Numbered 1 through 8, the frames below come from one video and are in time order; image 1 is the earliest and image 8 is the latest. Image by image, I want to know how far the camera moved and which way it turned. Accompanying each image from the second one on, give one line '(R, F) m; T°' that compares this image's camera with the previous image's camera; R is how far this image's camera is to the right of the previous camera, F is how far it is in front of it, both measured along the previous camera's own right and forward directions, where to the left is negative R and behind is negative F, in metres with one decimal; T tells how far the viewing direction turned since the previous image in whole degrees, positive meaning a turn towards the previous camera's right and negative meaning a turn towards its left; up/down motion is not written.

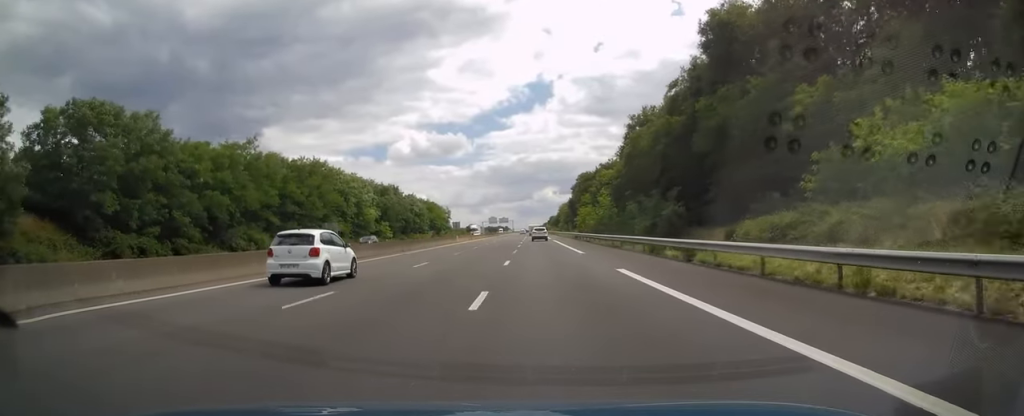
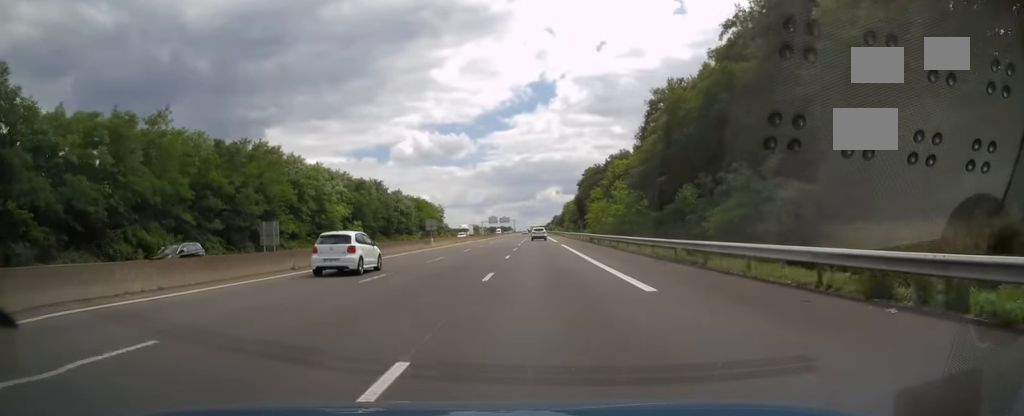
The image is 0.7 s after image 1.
(0.0, +20.2) m; 0°
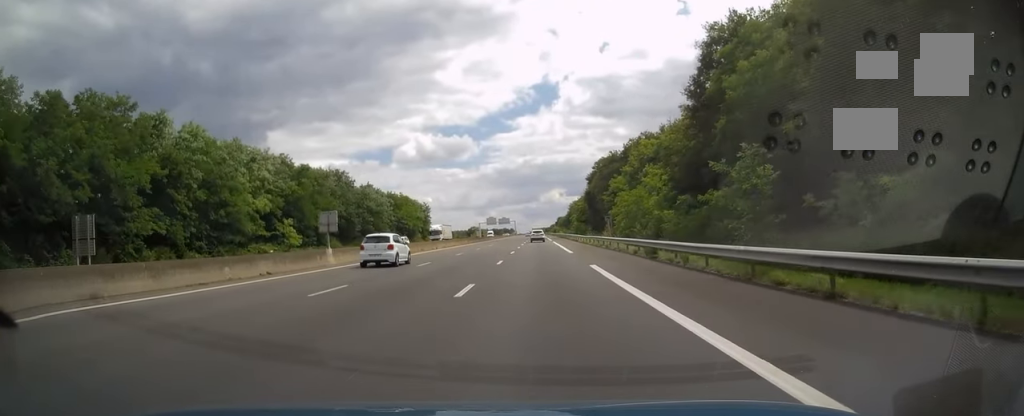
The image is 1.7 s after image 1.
(-0.1, +29.4) m; 0°
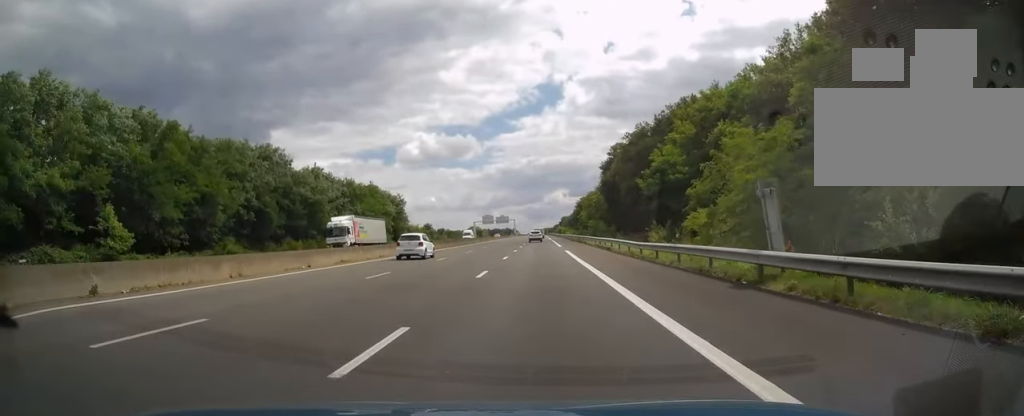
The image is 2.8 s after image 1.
(-0.2, +33.1) m; 0°
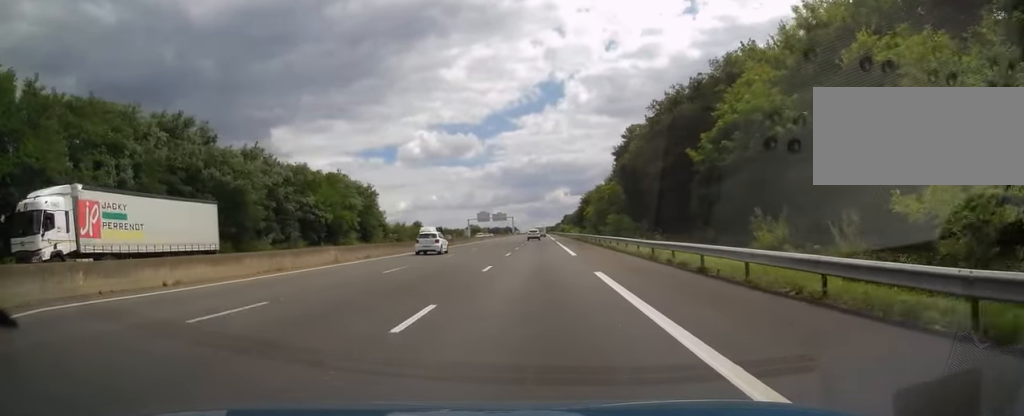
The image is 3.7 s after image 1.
(0.0, +23.0) m; 0°
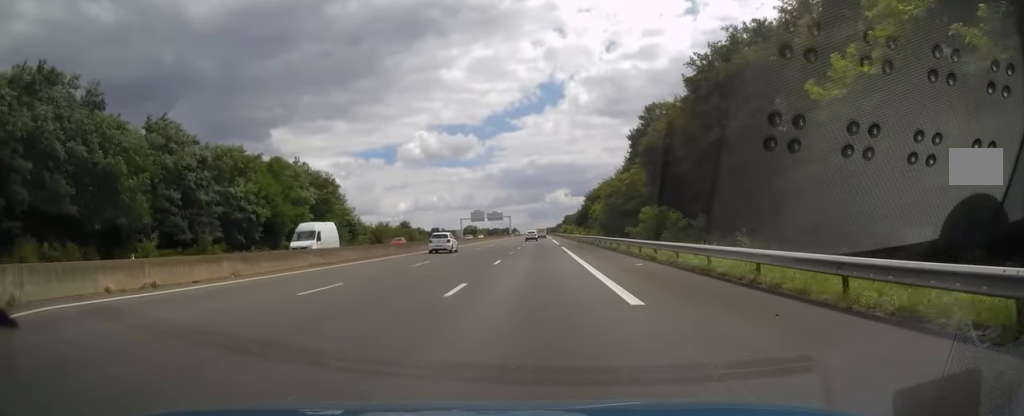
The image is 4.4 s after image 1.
(0.0, +20.7) m; 0°
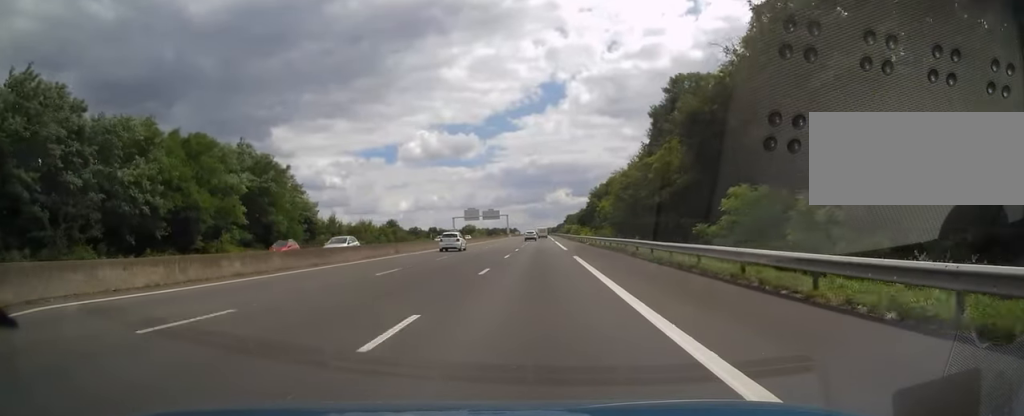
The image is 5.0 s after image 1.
(0.0, +18.8) m; 0°
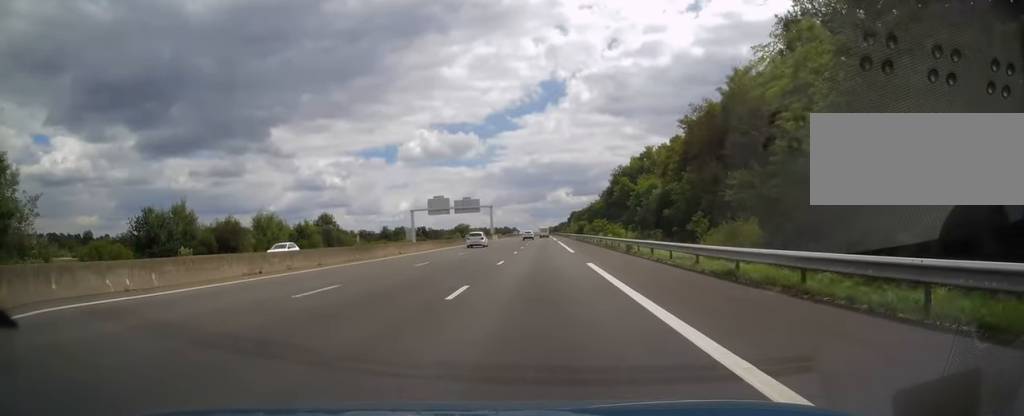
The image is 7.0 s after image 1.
(-0.1, +58.6) m; 0°
